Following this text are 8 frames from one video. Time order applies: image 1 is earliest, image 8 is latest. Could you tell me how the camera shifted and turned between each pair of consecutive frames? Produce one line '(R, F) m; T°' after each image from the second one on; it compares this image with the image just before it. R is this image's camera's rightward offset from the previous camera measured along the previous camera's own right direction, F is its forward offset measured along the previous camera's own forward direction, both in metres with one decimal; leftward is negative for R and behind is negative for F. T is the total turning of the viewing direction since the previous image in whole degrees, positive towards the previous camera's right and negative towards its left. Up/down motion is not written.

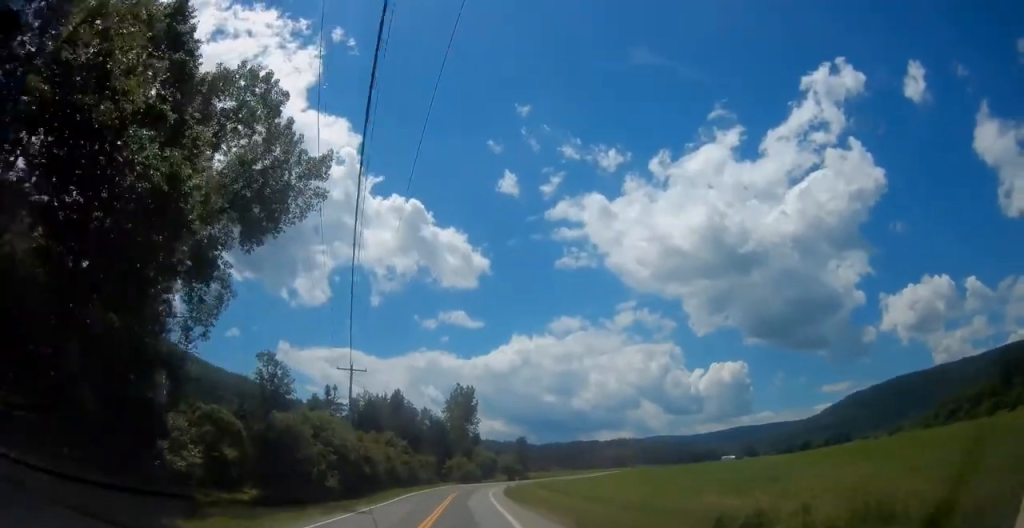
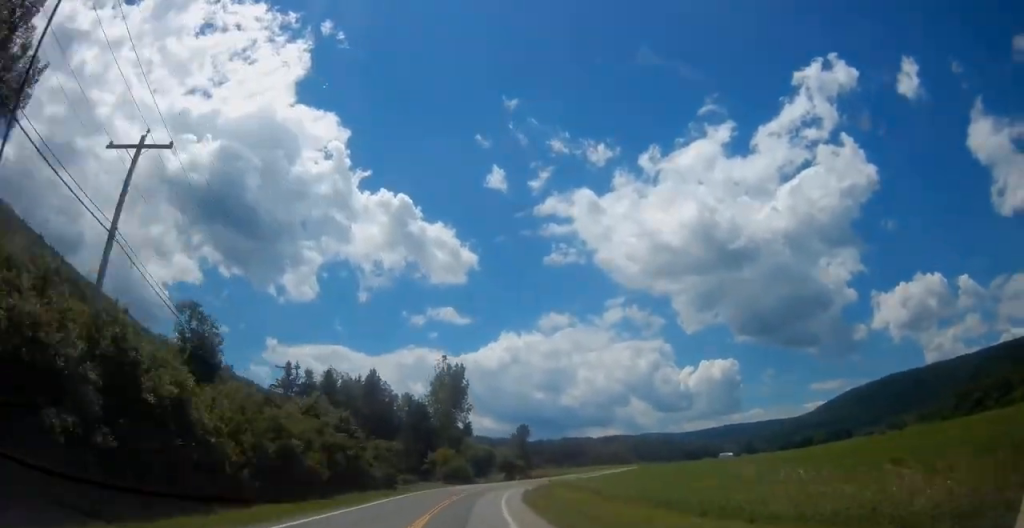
(+0.1, +32.7) m; 0°
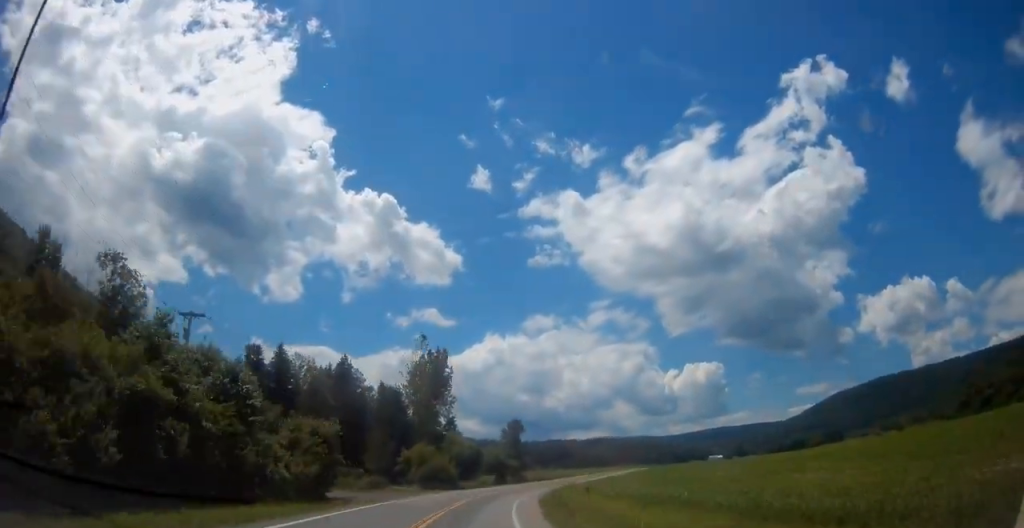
(+0.2, +19.9) m; +1°
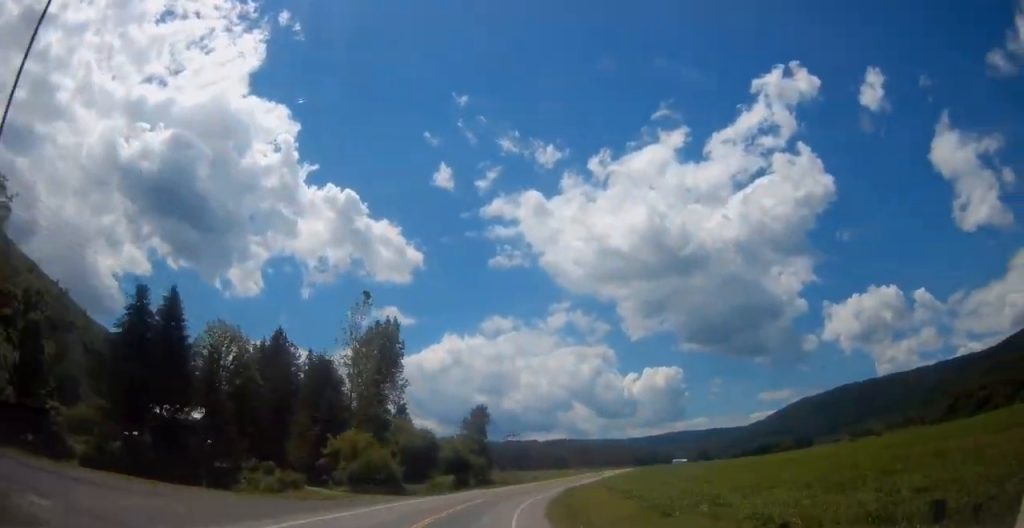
(+0.3, +23.8) m; +2°
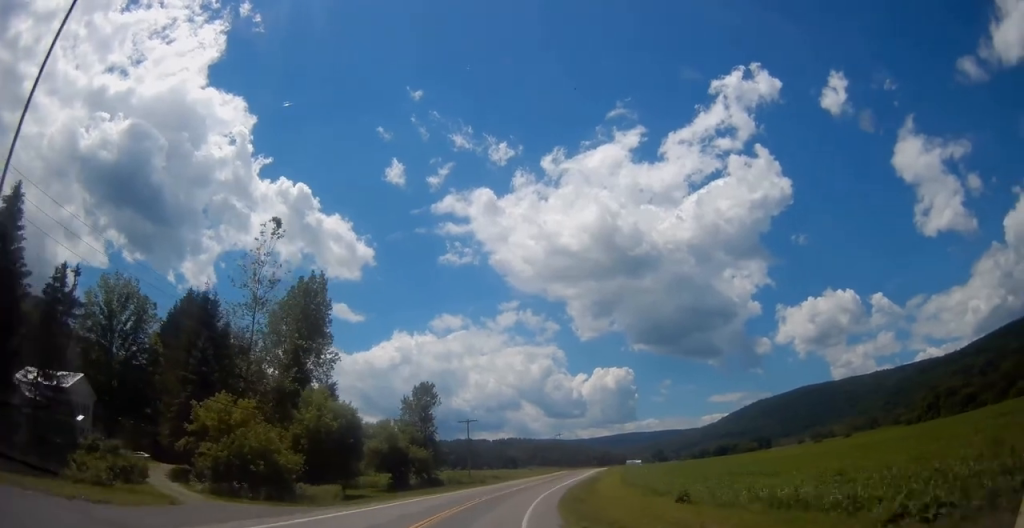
(+0.7, +22.6) m; +5°
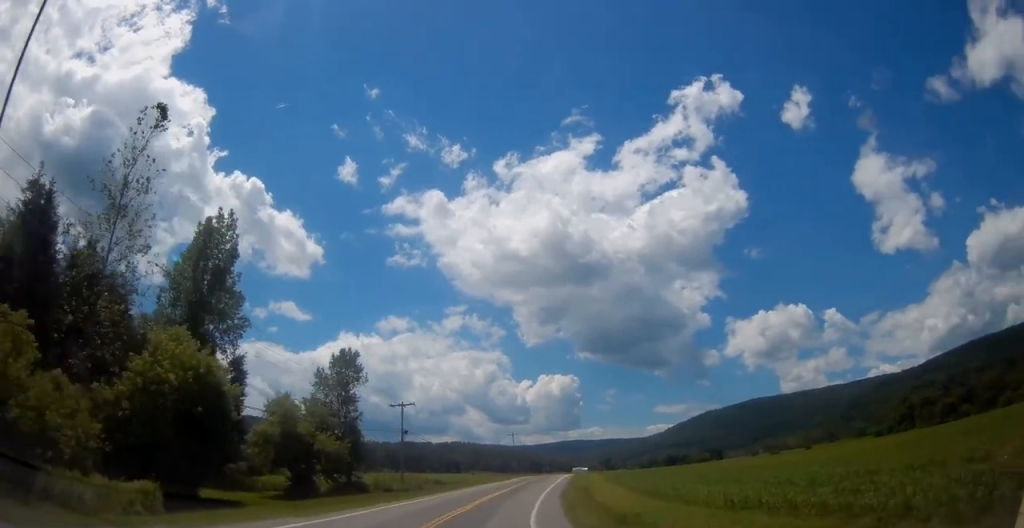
(+1.1, +19.5) m; +6°
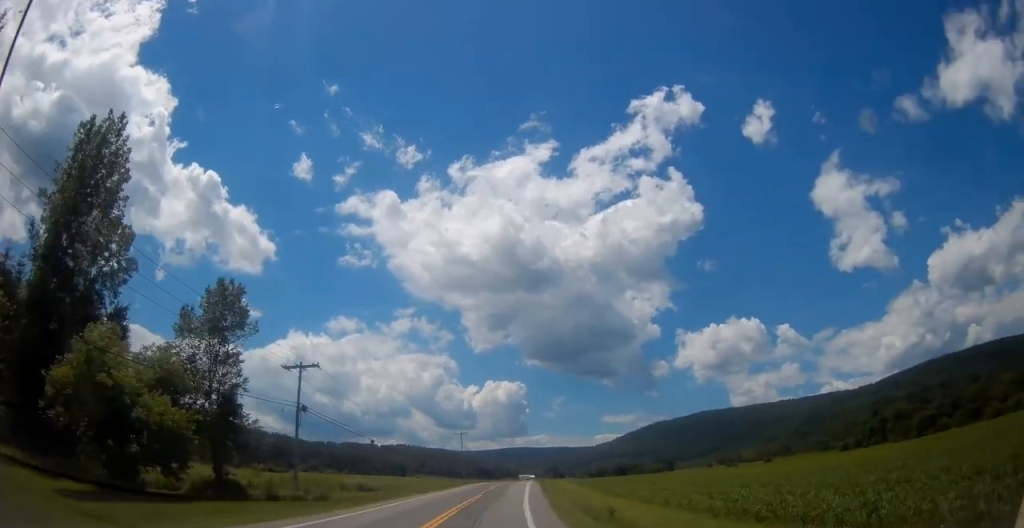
(+1.0, +19.0) m; +5°
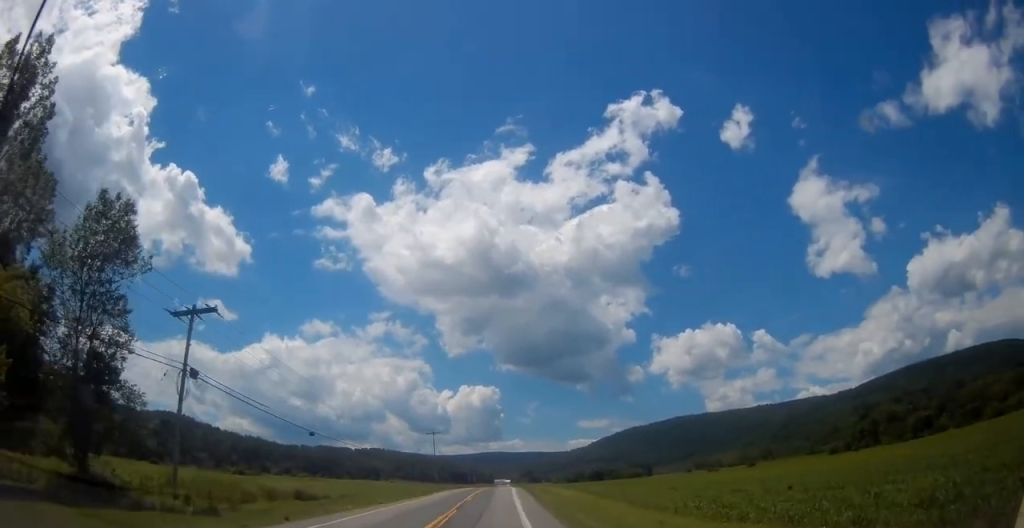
(0.0, +12.3) m; +3°
